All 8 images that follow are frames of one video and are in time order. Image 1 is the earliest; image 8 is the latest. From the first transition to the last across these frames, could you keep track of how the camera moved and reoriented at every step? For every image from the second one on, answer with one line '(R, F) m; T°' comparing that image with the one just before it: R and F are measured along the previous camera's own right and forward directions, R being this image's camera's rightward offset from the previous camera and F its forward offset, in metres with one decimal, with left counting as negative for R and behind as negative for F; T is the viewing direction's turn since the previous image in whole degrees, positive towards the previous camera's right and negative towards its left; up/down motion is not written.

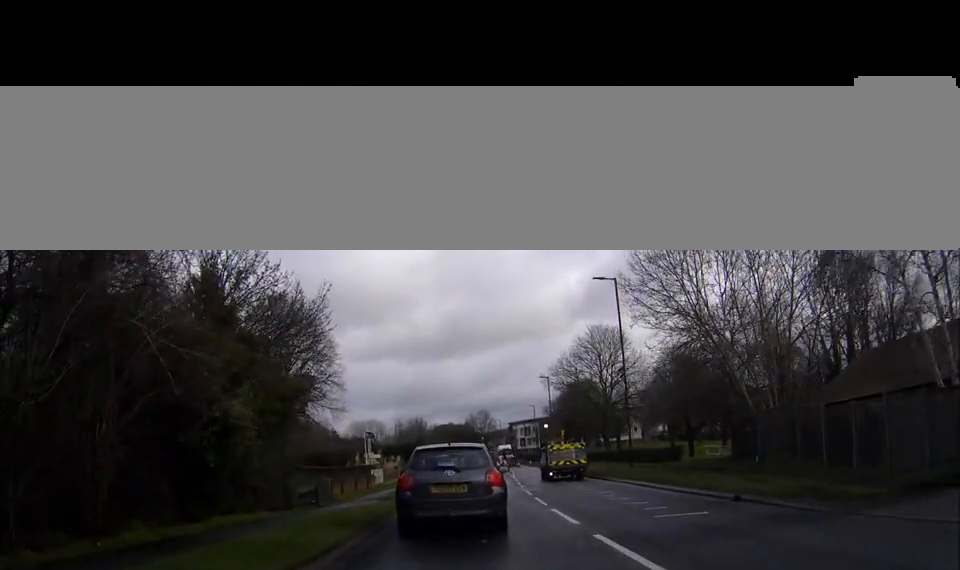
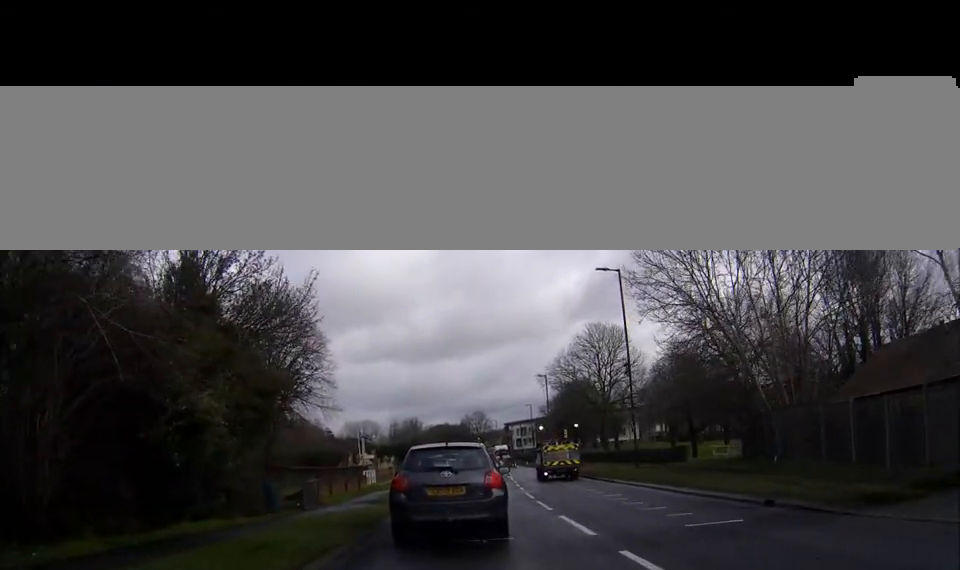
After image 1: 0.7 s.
(0.0, +2.0) m; +1°
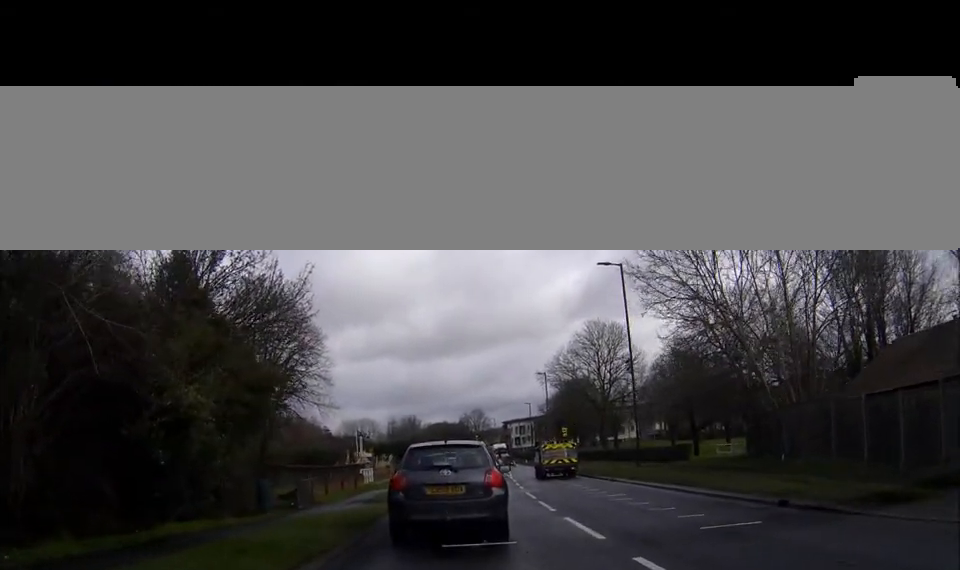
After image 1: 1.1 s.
(0.0, +1.0) m; +1°
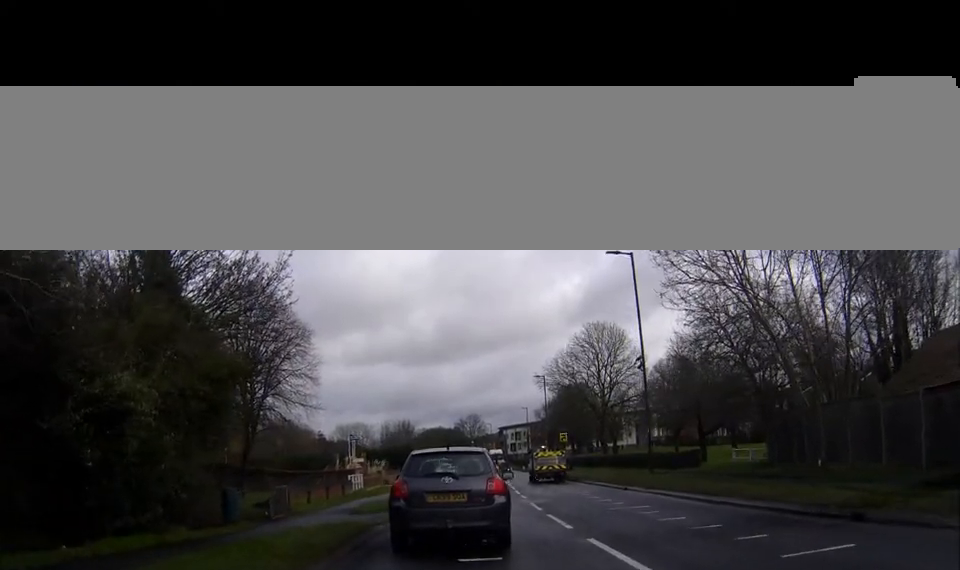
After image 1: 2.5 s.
(0.0, +3.1) m; 0°
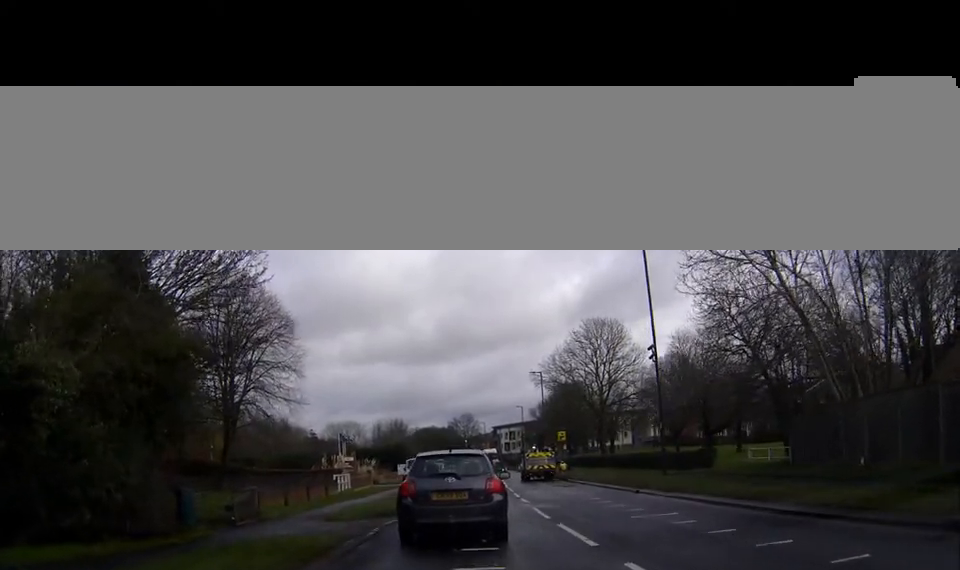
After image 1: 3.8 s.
(0.0, +3.1) m; 0°
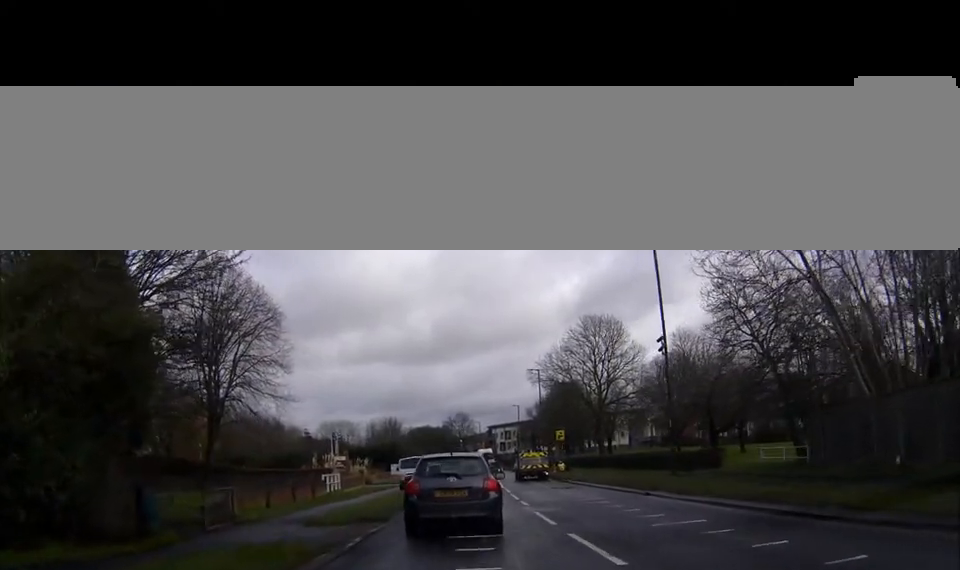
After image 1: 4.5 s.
(0.0, +2.0) m; +1°
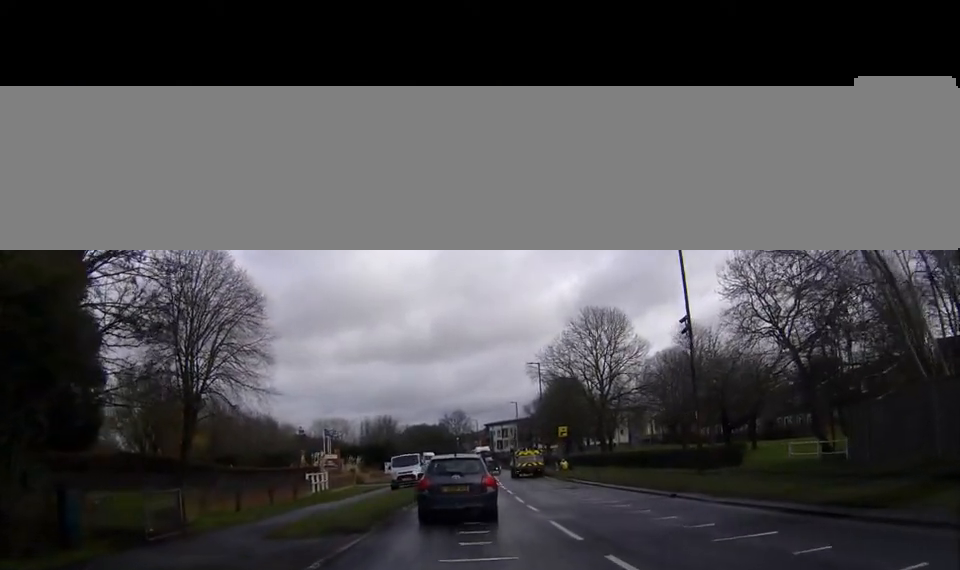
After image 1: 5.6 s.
(+0.1, +3.3) m; +1°
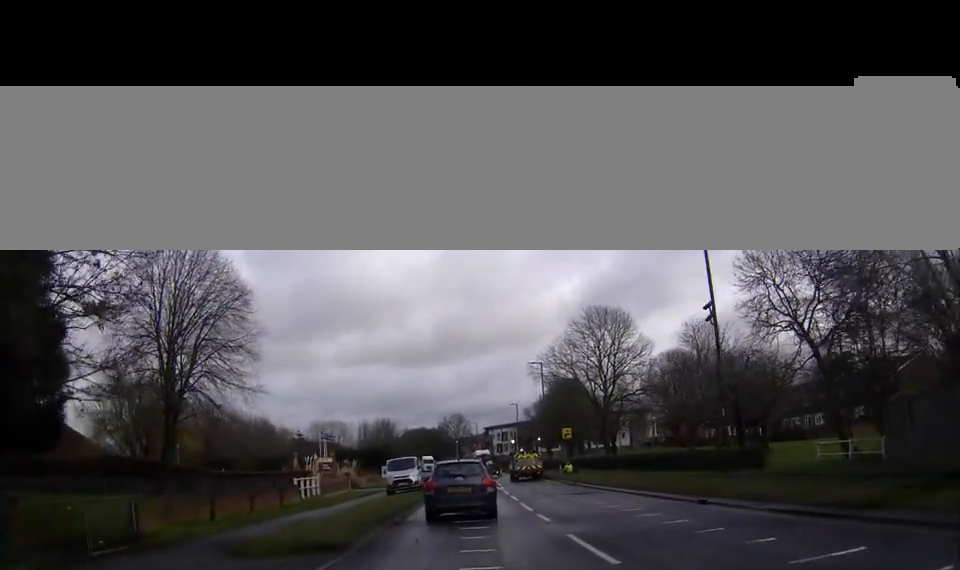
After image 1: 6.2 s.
(0.0, +2.6) m; 0°
